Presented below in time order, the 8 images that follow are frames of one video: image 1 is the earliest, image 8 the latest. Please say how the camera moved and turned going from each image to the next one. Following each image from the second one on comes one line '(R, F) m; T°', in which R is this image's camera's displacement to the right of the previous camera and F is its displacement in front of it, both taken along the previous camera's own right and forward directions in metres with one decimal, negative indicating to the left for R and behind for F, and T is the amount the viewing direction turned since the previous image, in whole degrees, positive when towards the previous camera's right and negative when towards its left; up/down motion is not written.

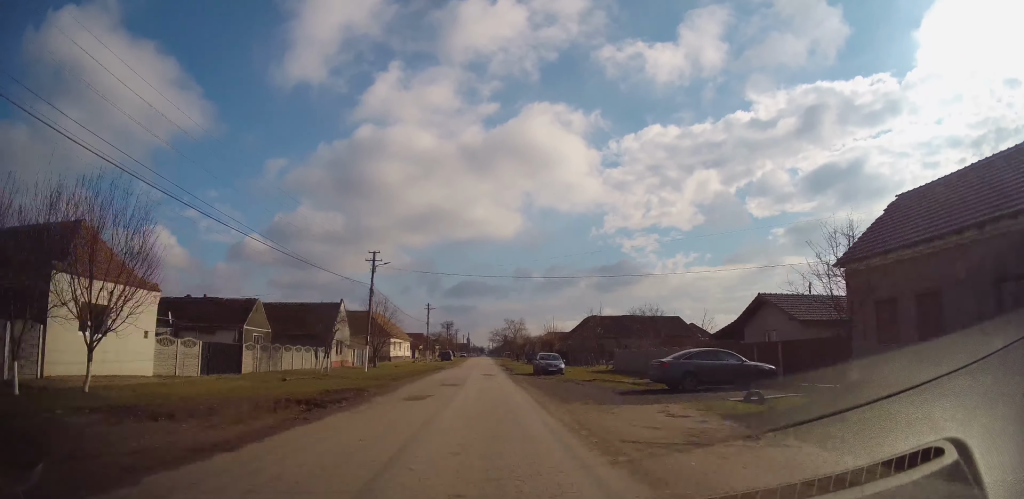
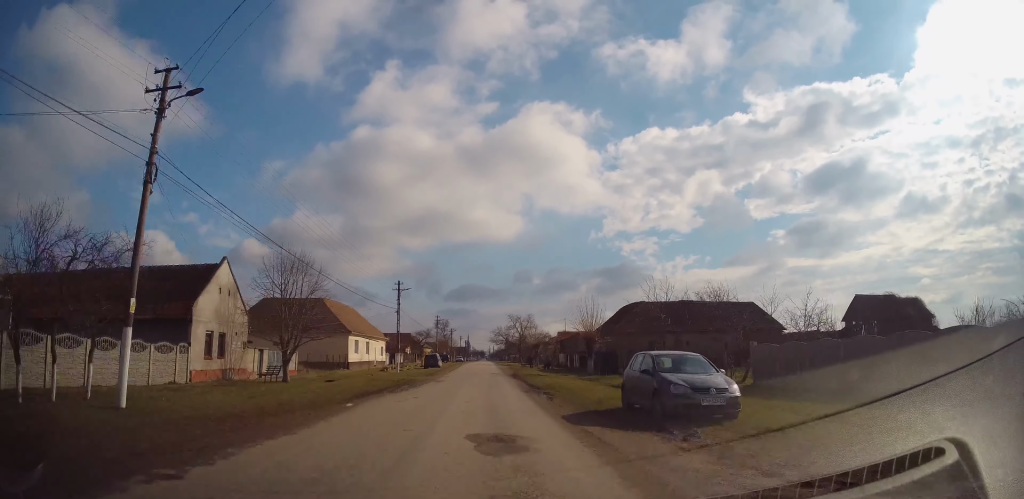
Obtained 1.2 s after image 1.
(0.0, +24.6) m; 0°
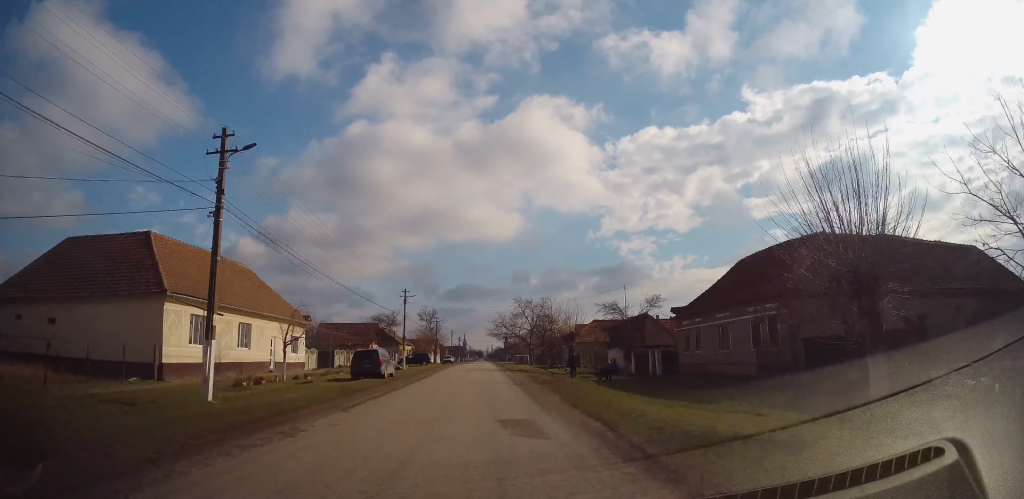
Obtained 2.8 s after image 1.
(+0.4, +32.7) m; +1°
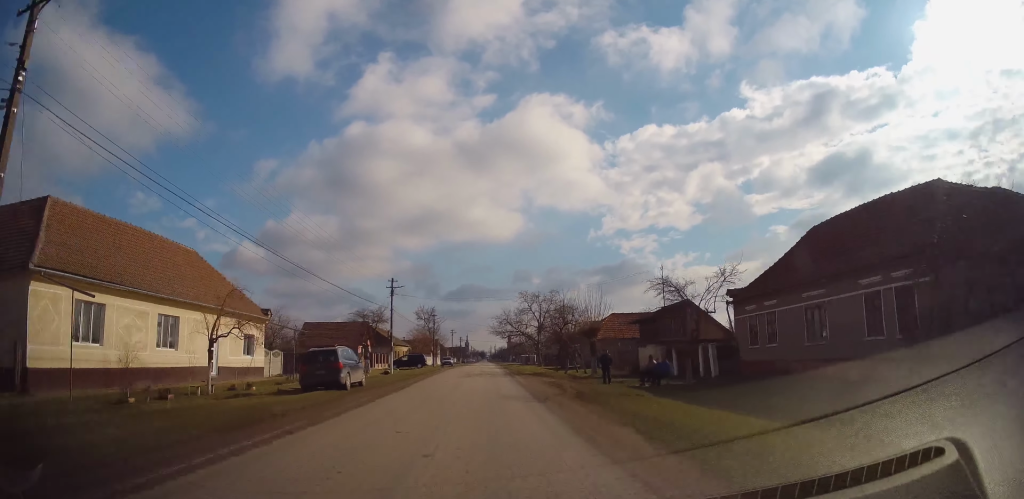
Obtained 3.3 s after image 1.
(0.0, +8.5) m; 0°
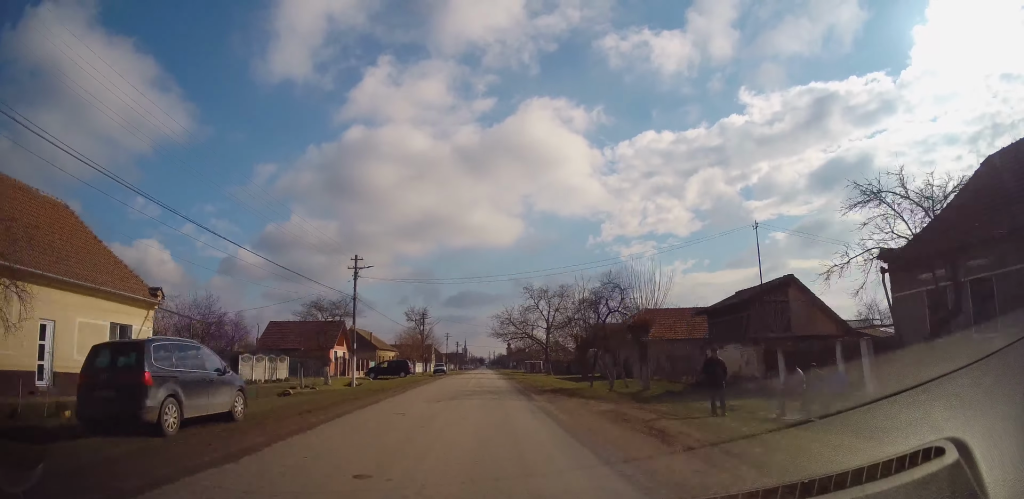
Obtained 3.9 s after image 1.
(-0.1, +12.3) m; 0°
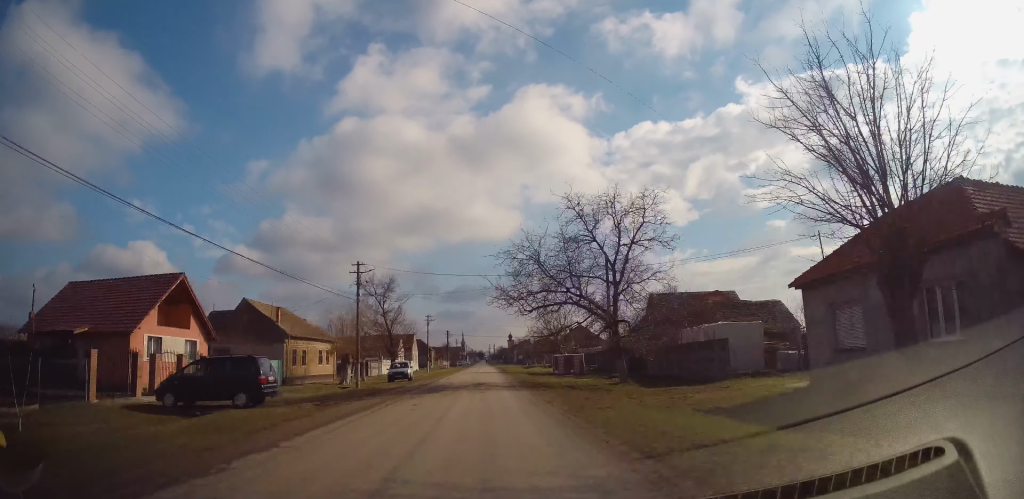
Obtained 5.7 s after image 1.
(-0.1, +35.0) m; -1°
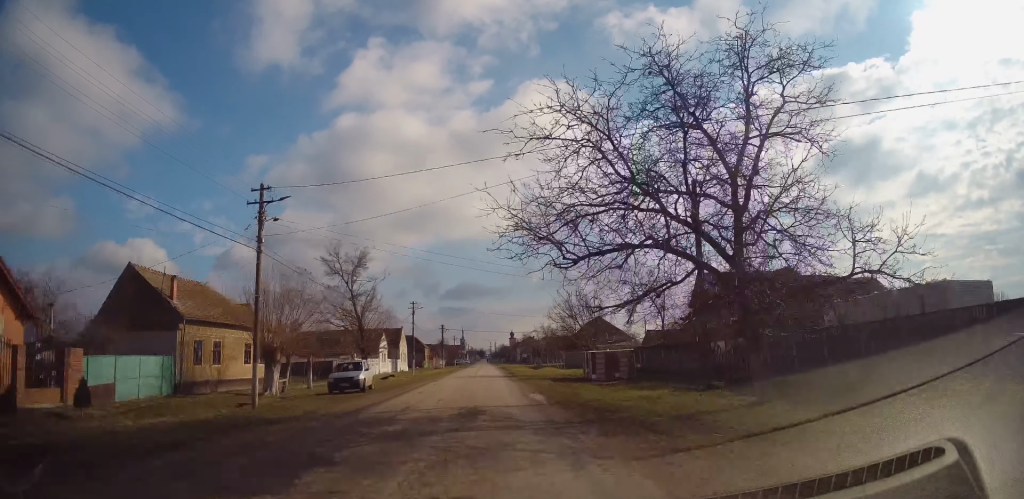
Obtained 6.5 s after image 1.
(-0.1, +15.2) m; 0°
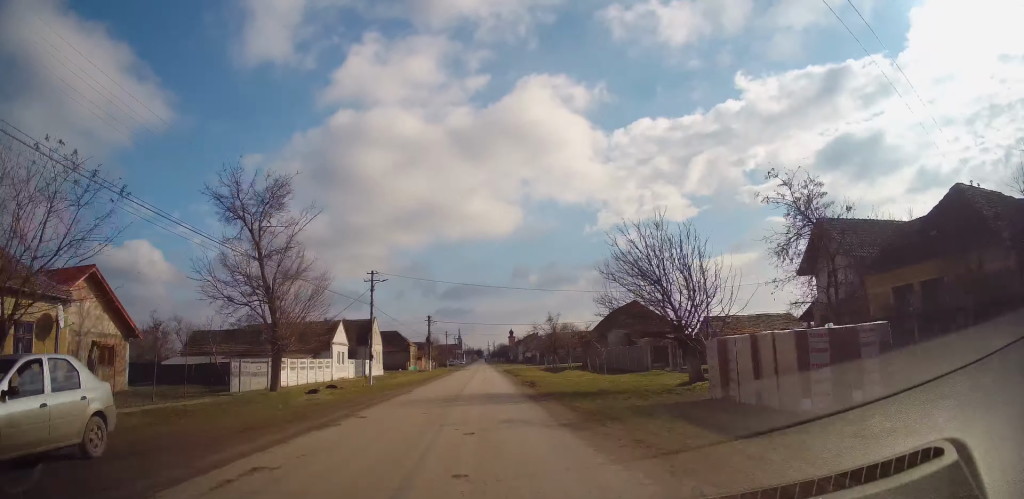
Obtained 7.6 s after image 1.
(0.0, +20.1) m; +1°
